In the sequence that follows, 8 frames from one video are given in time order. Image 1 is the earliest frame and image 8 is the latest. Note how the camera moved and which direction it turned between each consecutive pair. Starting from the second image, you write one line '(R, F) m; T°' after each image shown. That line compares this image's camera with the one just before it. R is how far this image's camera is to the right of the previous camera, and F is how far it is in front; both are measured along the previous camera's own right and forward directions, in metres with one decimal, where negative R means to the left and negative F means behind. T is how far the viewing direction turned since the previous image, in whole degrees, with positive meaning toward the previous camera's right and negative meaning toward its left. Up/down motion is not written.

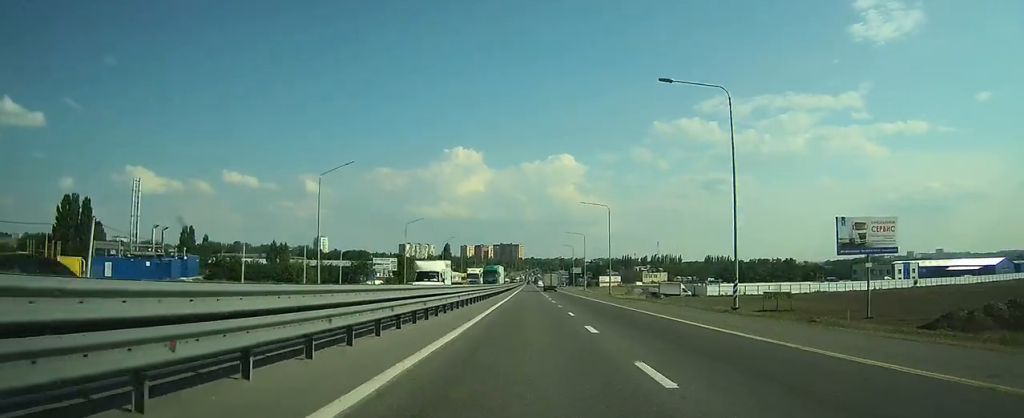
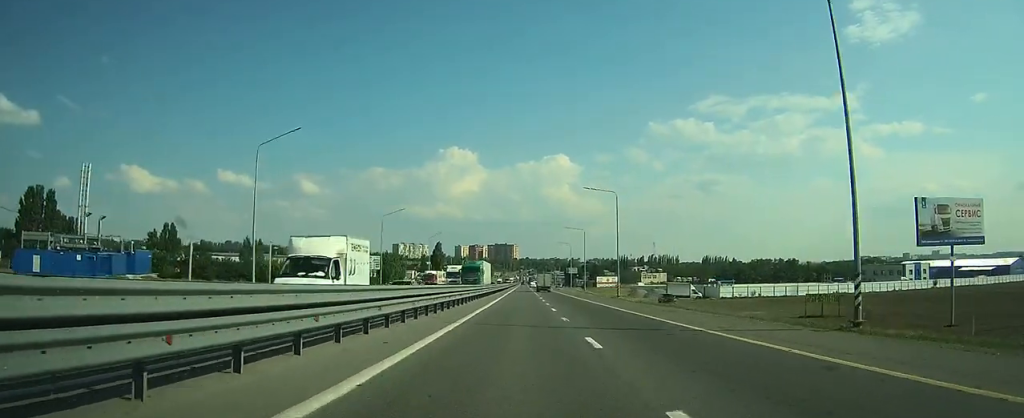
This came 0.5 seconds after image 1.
(0.0, +12.4) m; 0°
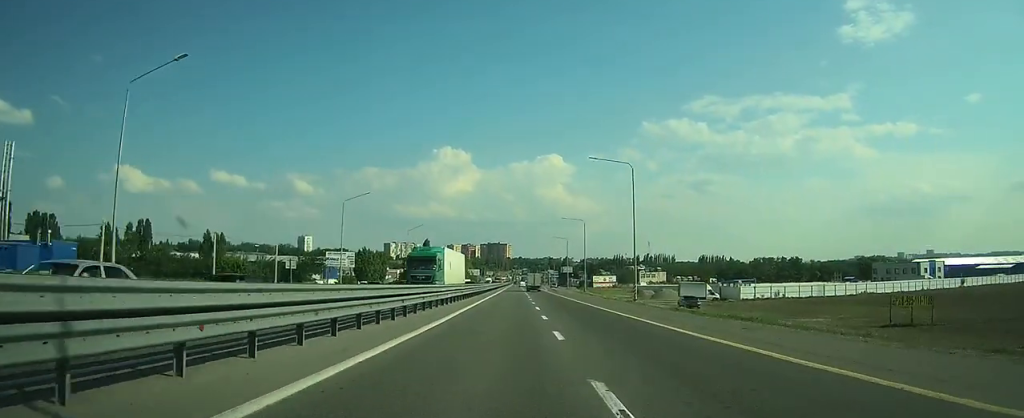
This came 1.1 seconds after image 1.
(0.0, +15.4) m; 0°
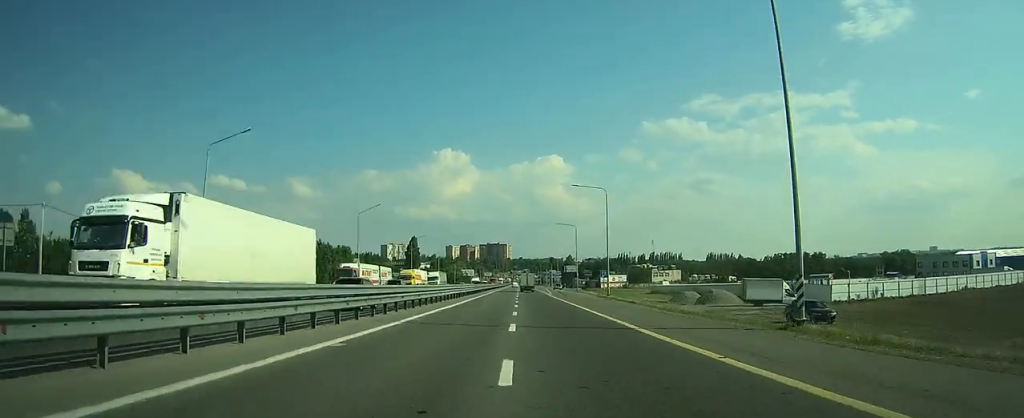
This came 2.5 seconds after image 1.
(+0.3, +31.5) m; +1°
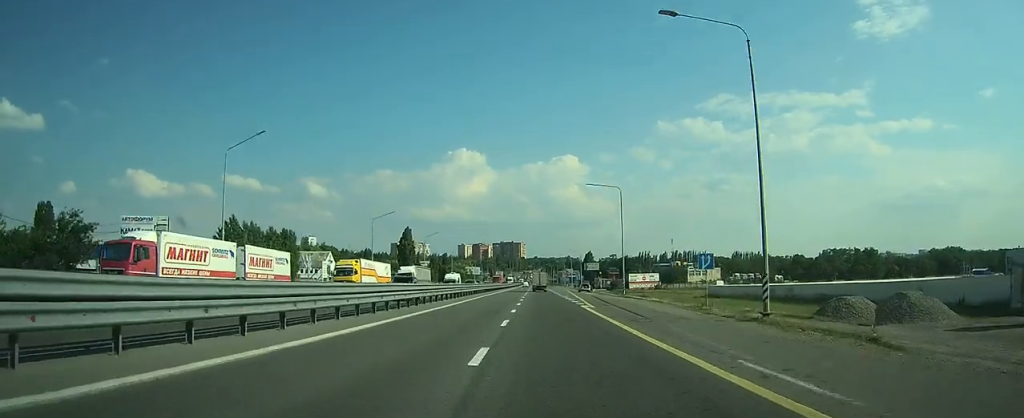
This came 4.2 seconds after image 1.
(0.0, +40.0) m; 0°
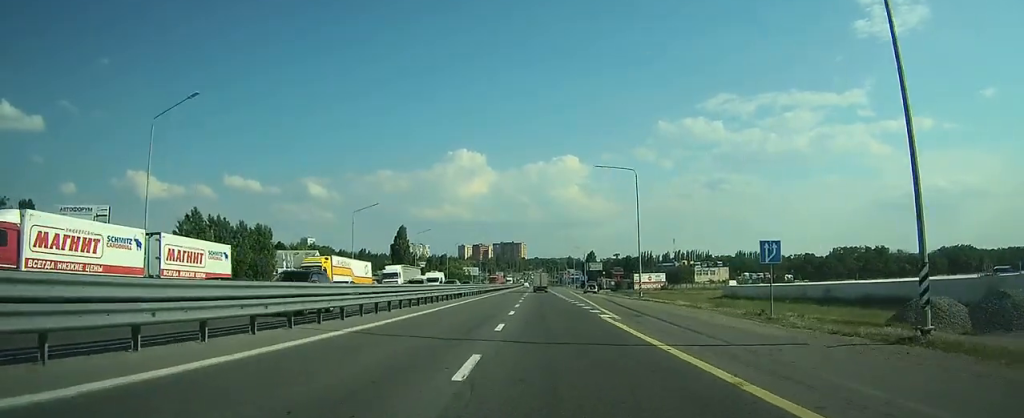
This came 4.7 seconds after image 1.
(0.0, +9.6) m; 0°
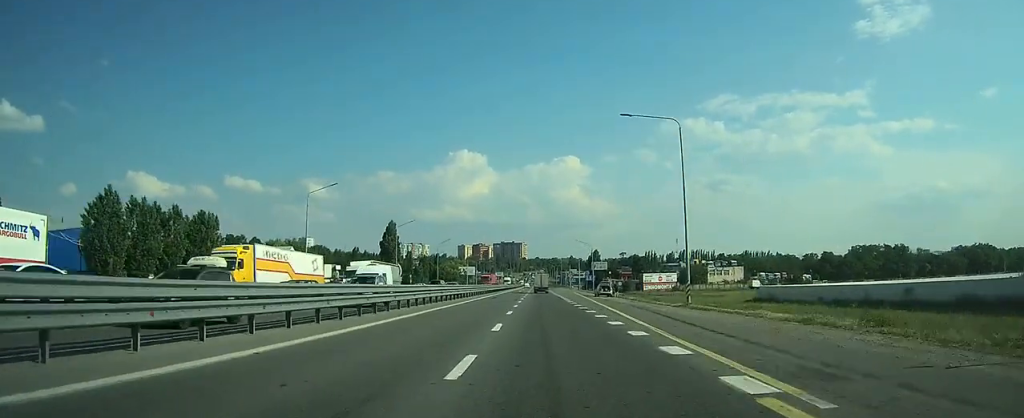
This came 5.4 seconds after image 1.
(0.0, +16.1) m; 0°
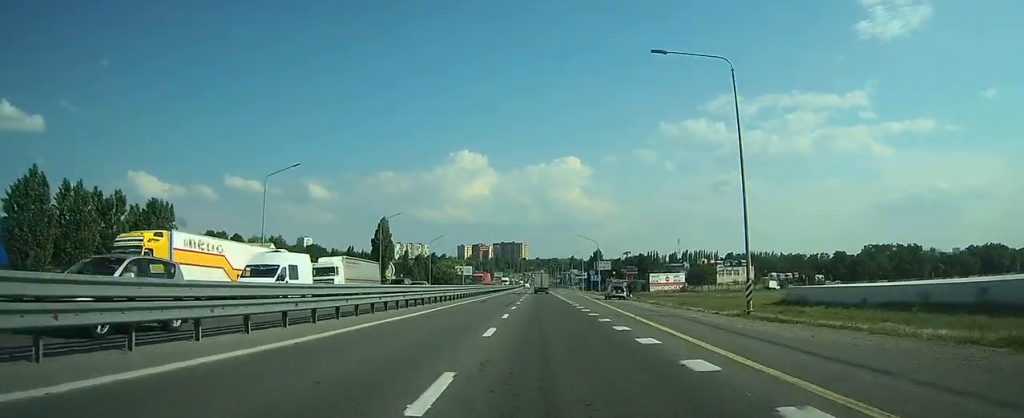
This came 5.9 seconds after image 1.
(0.0, +10.2) m; 0°
